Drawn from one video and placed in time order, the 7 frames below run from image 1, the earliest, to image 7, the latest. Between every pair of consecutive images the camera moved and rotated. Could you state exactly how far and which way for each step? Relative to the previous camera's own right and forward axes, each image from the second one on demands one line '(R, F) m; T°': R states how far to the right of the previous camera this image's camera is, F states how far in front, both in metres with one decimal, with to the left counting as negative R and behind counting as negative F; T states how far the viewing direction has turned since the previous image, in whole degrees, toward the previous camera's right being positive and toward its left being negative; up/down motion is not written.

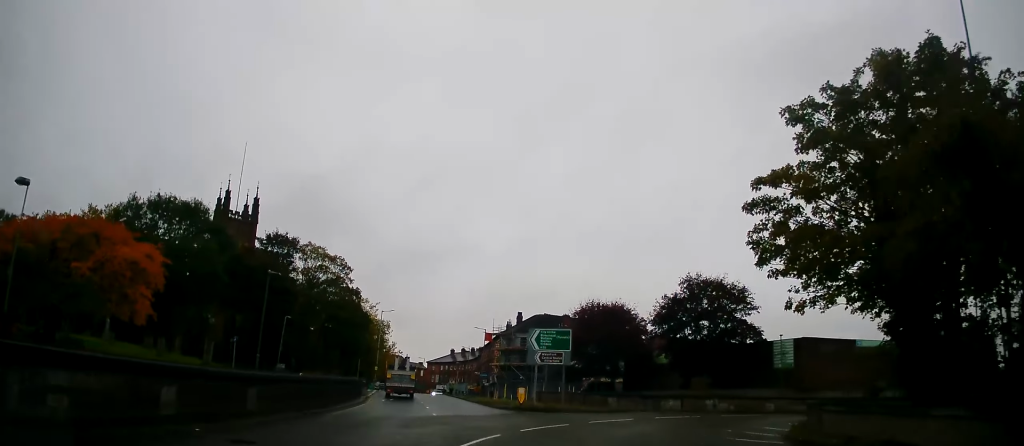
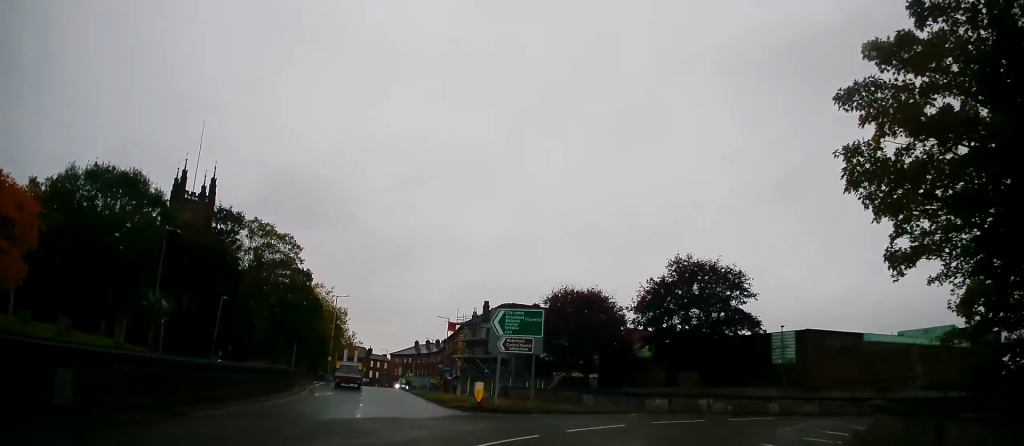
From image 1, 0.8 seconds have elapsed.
(+0.3, +6.3) m; +4°
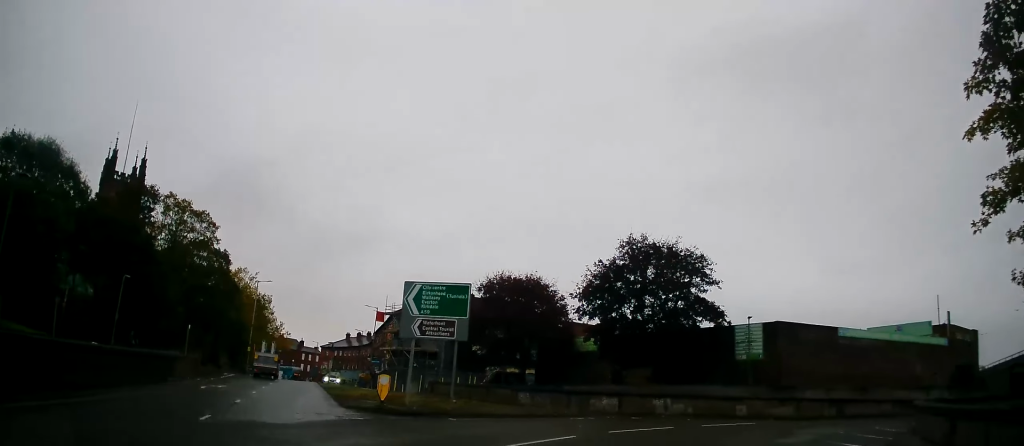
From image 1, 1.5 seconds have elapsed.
(+0.2, +5.5) m; +7°
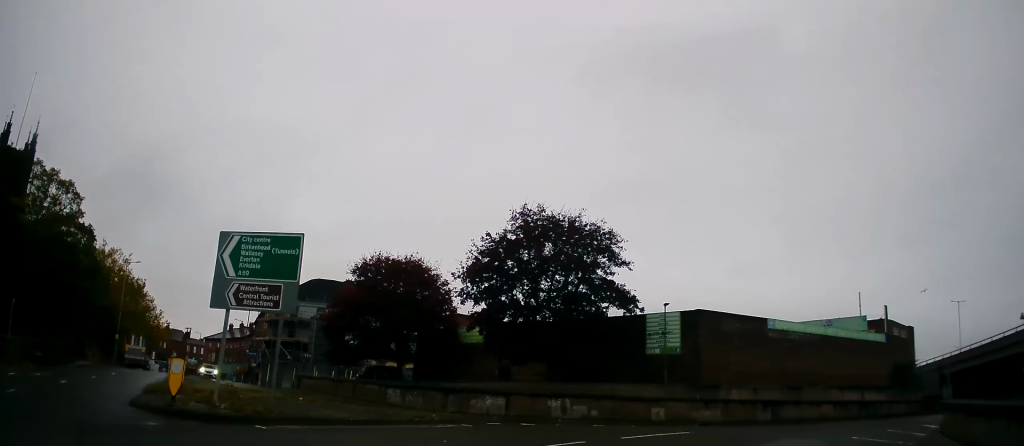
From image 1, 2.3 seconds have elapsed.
(+0.4, +6.0) m; +10°
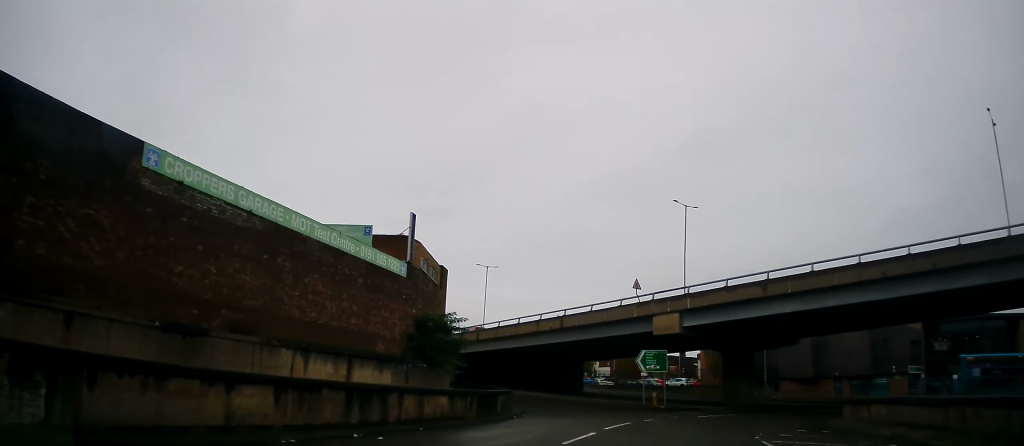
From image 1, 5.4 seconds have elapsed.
(+9.9, +20.8) m; +50°
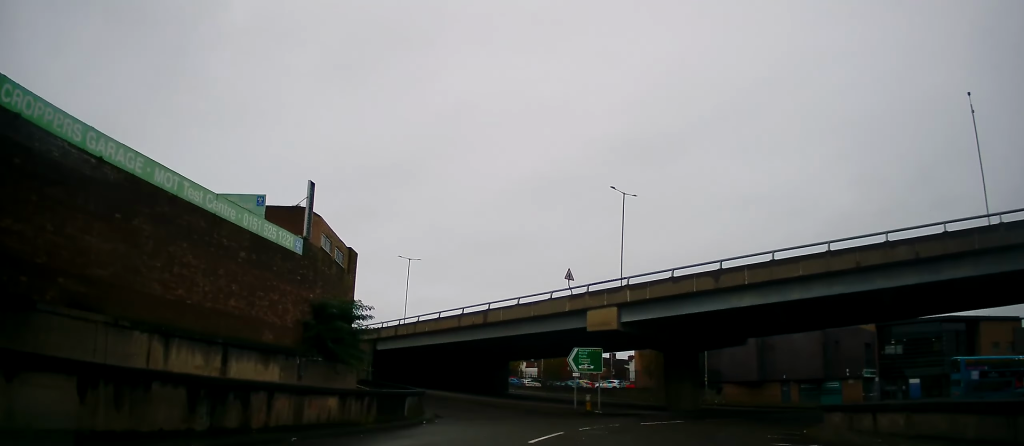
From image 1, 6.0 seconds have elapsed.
(-0.1, +4.2) m; +7°
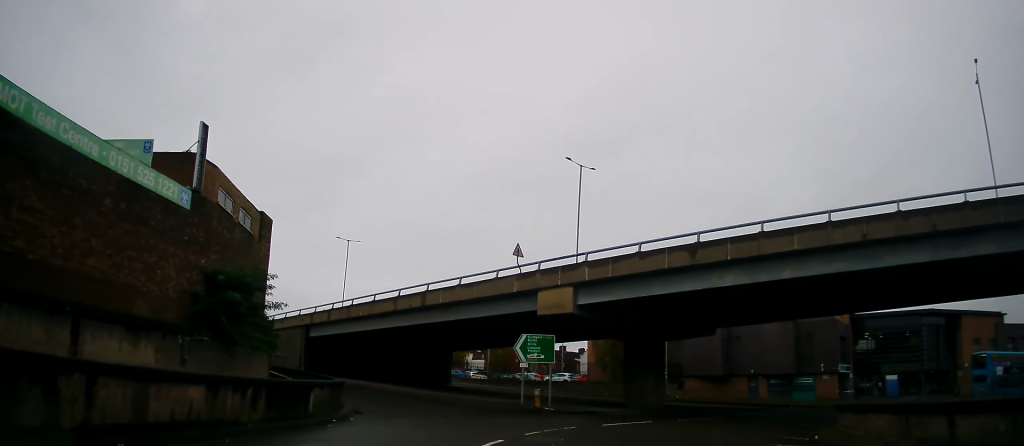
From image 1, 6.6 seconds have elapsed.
(+0.7, +4.8) m; +5°
